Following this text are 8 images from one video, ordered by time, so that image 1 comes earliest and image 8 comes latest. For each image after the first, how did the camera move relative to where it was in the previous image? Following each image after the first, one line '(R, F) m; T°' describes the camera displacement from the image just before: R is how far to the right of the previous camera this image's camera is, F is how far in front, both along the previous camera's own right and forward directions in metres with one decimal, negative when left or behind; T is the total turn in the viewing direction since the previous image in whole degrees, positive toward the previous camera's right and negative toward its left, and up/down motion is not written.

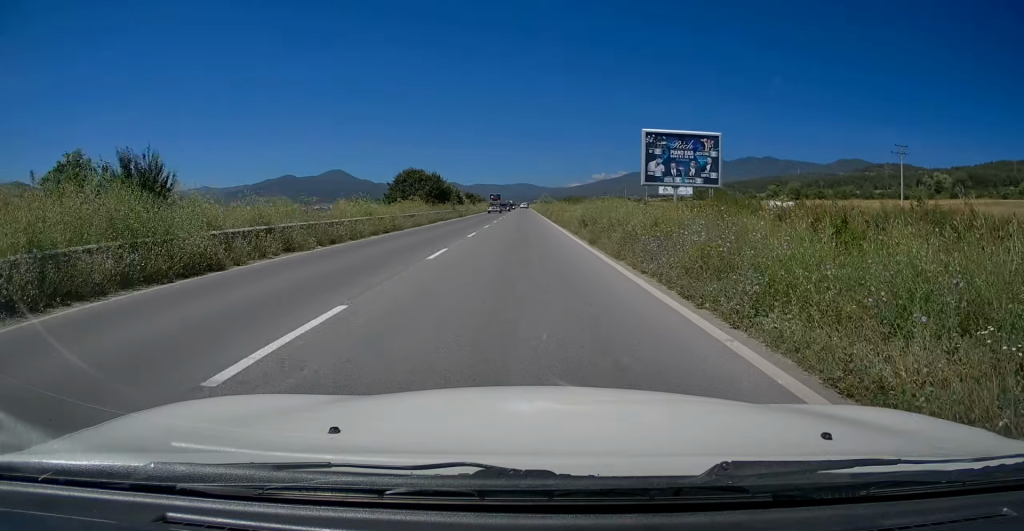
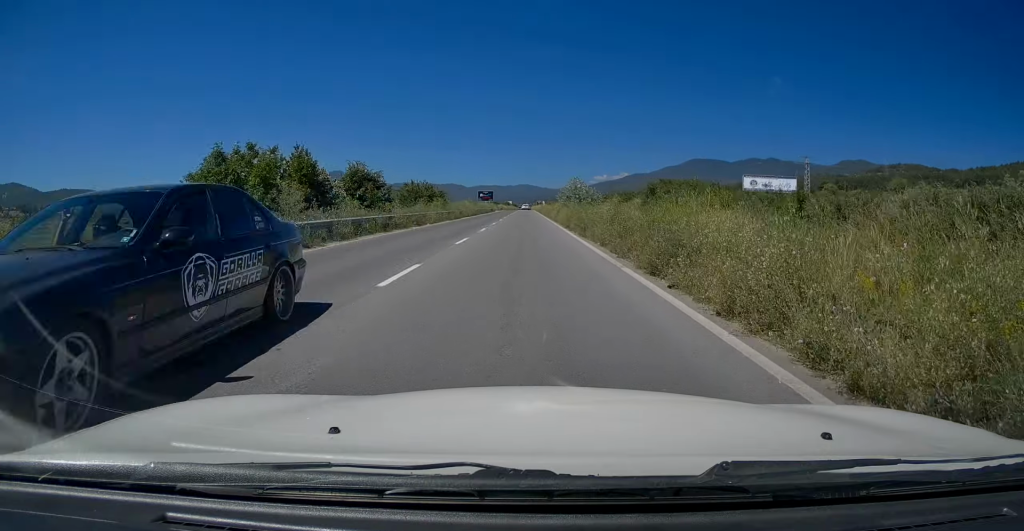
(+0.1, +67.4) m; 0°
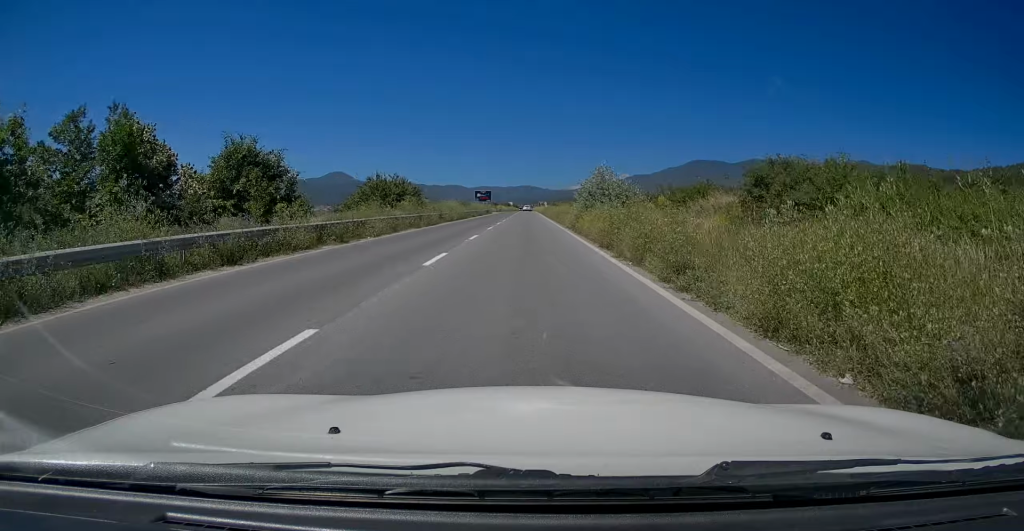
(-0.3, +14.9) m; 0°
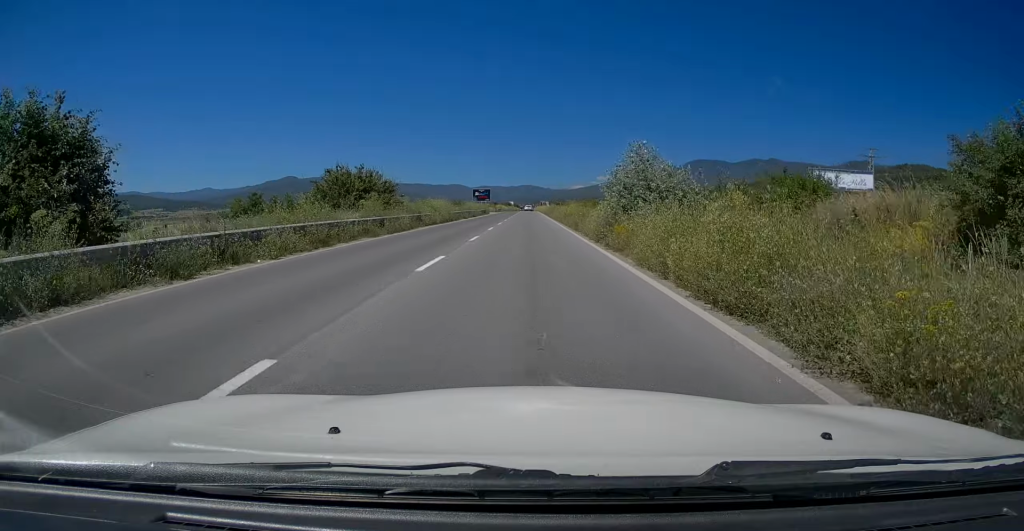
(+0.2, +10.2) m; 0°
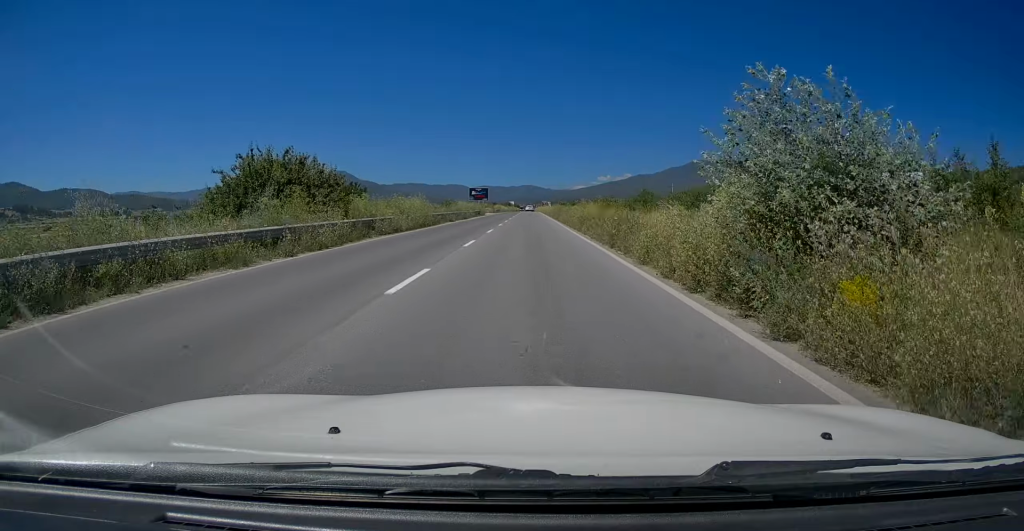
(+0.3, +11.8) m; 0°
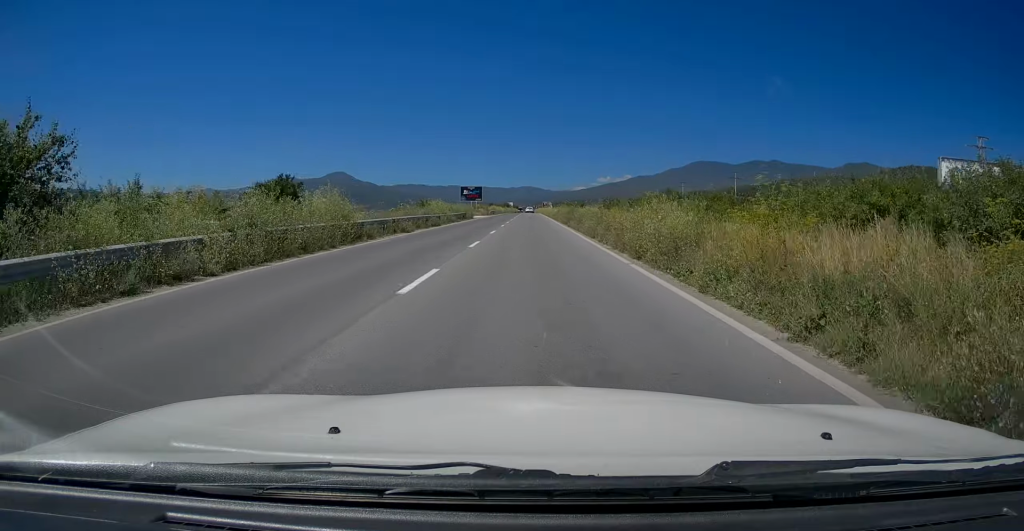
(-0.3, +18.0) m; 0°
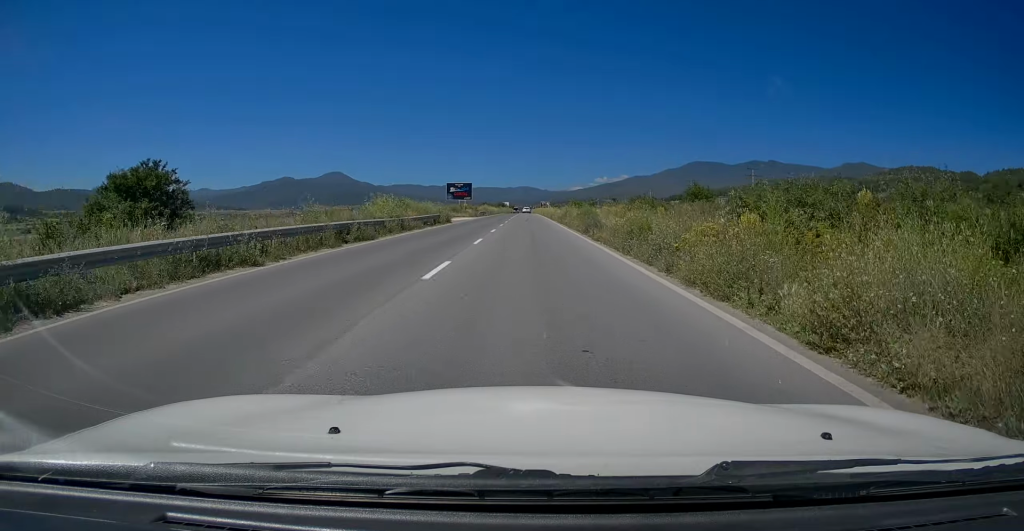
(0.0, +16.5) m; 0°
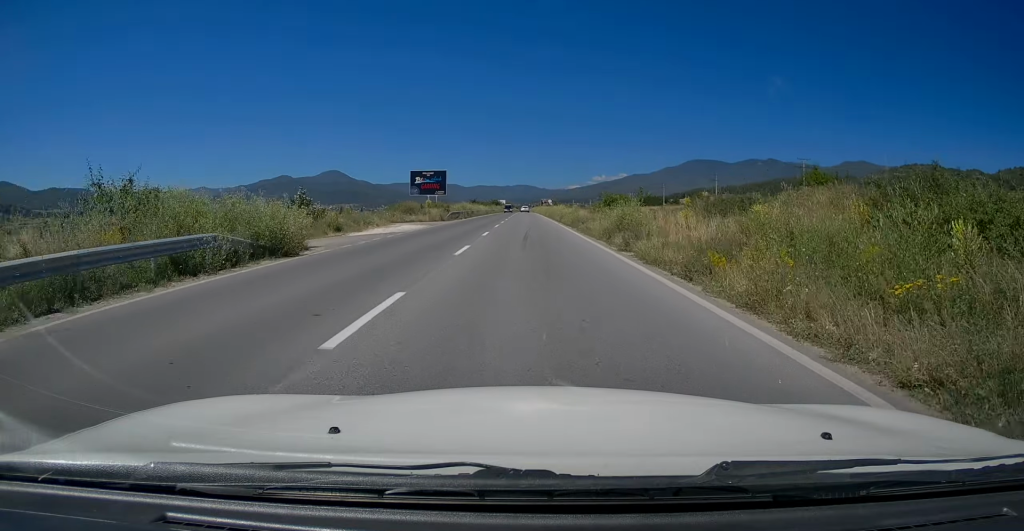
(-0.1, +31.6) m; 0°
